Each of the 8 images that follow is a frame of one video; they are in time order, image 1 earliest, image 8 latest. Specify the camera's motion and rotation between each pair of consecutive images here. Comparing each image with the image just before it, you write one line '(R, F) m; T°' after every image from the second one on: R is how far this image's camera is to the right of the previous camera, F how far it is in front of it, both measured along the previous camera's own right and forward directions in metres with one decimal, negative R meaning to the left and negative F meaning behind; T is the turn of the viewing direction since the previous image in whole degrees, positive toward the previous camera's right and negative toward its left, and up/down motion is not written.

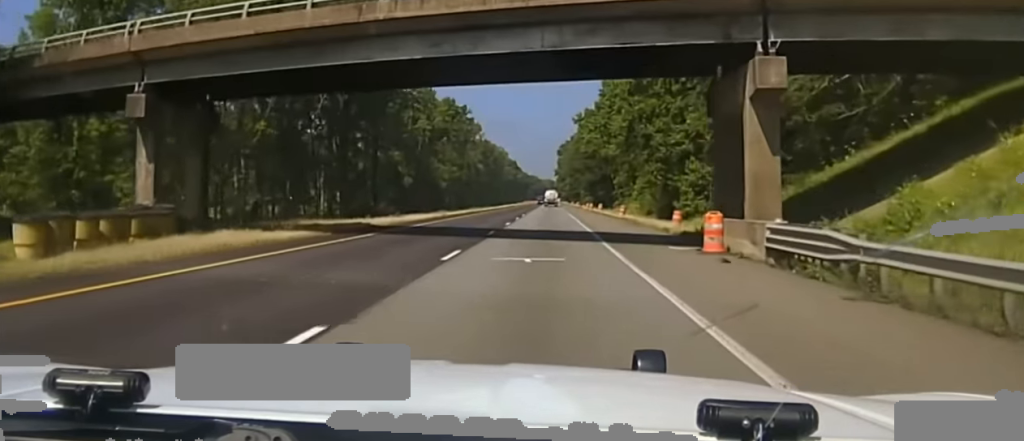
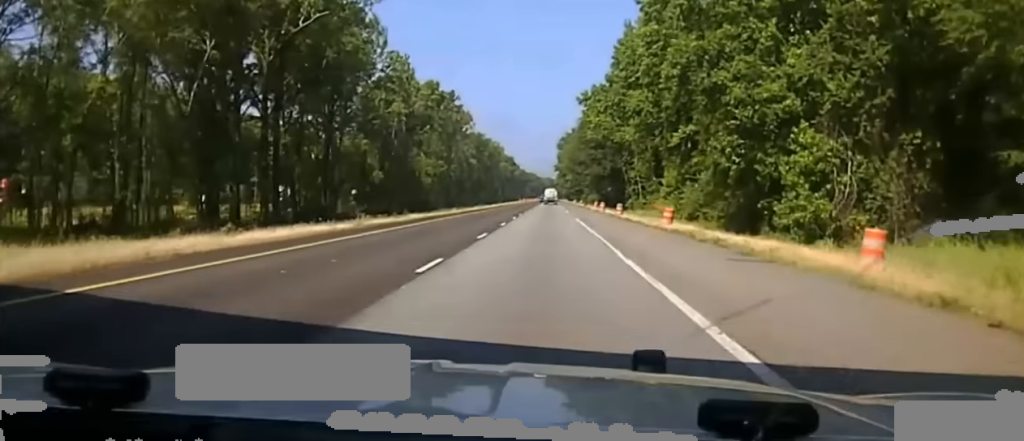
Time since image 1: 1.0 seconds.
(+0.2, +25.7) m; 0°
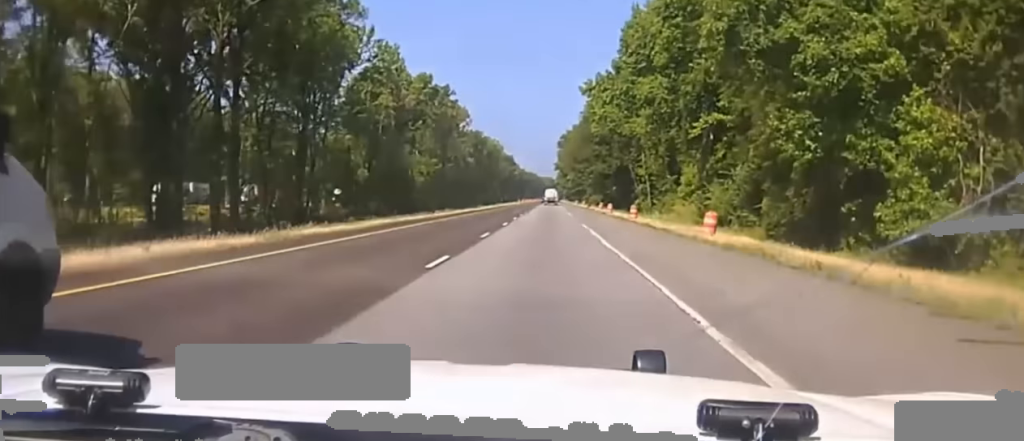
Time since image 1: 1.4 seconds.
(0.0, +9.2) m; 0°
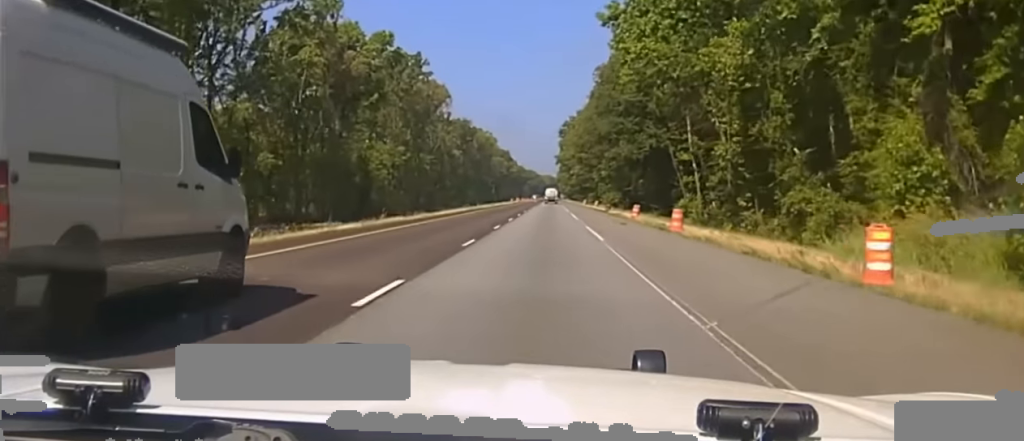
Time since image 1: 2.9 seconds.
(-0.3, +31.5) m; -1°
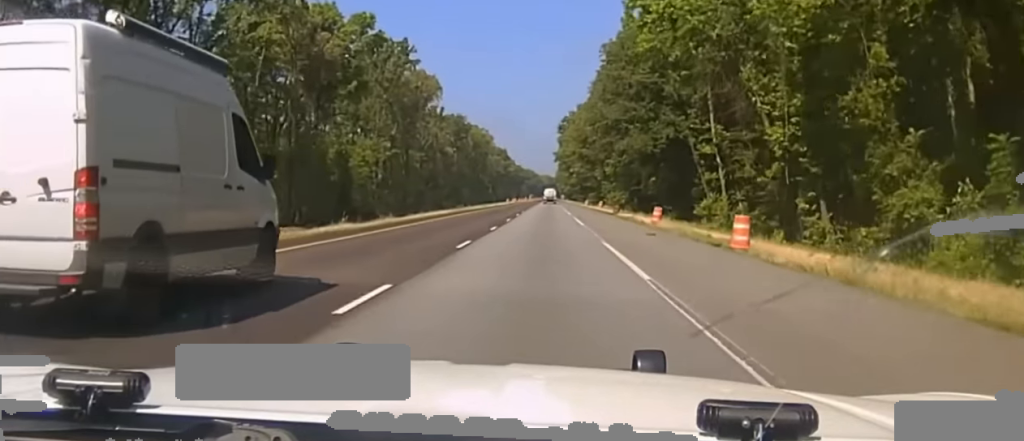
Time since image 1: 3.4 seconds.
(0.0, +11.3) m; 0°
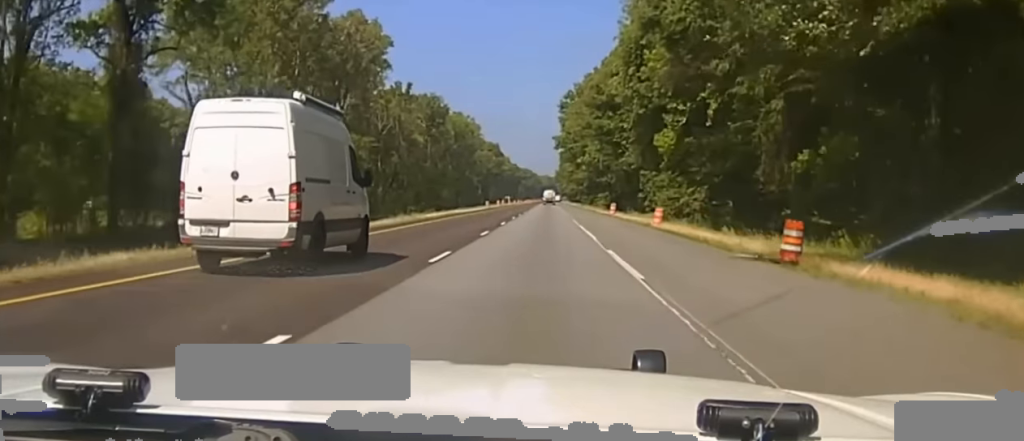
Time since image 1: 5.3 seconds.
(-0.2, +55.1) m; 0°
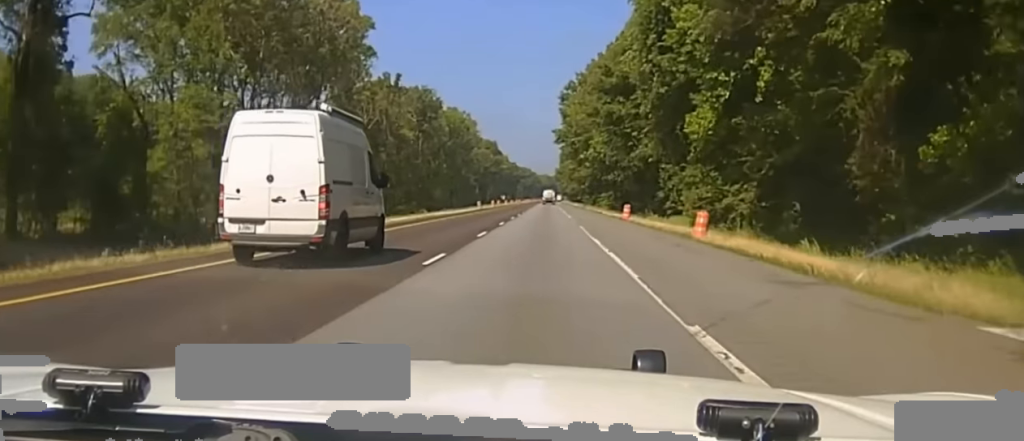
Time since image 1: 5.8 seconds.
(0.0, +15.3) m; 0°
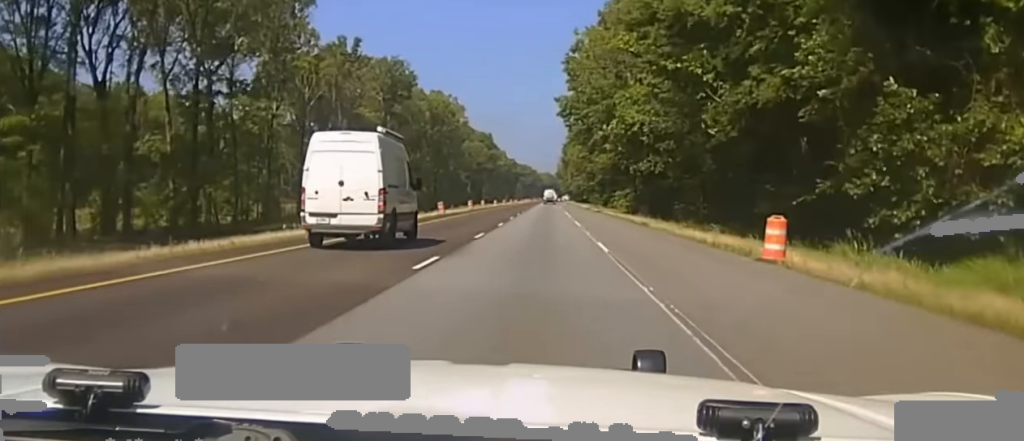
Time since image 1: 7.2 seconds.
(0.0, +46.5) m; 0°
